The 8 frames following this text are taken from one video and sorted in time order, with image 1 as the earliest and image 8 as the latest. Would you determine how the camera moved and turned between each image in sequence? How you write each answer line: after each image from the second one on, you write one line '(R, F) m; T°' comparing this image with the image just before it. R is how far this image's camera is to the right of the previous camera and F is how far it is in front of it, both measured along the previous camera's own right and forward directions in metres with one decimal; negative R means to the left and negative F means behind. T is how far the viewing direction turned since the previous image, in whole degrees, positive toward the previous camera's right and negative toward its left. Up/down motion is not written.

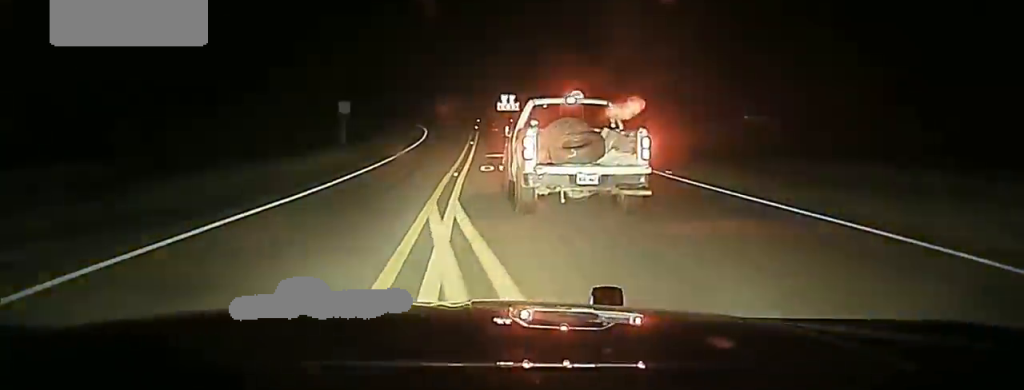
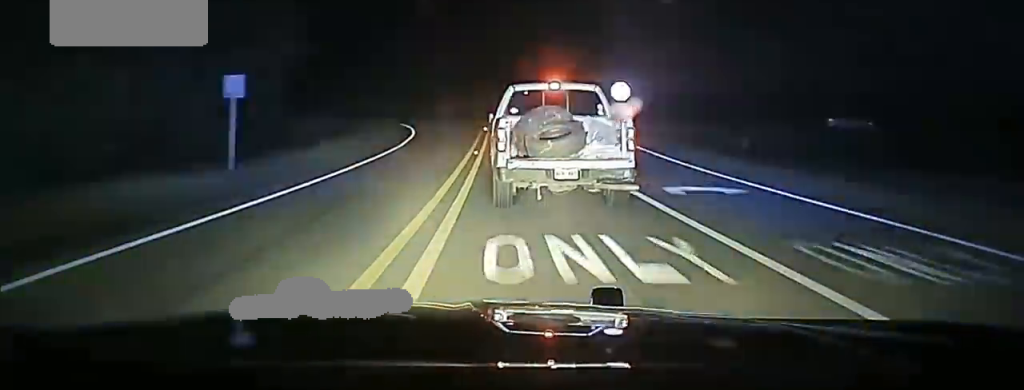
(0.0, +18.0) m; 0°
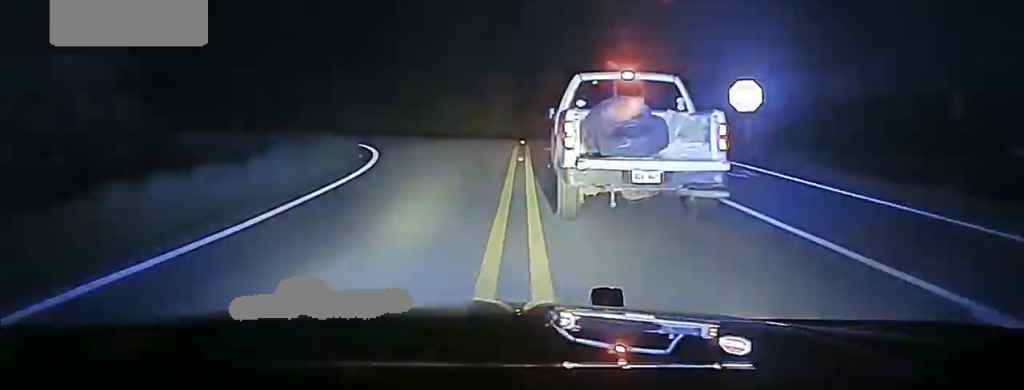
(-0.4, +23.2) m; -3°
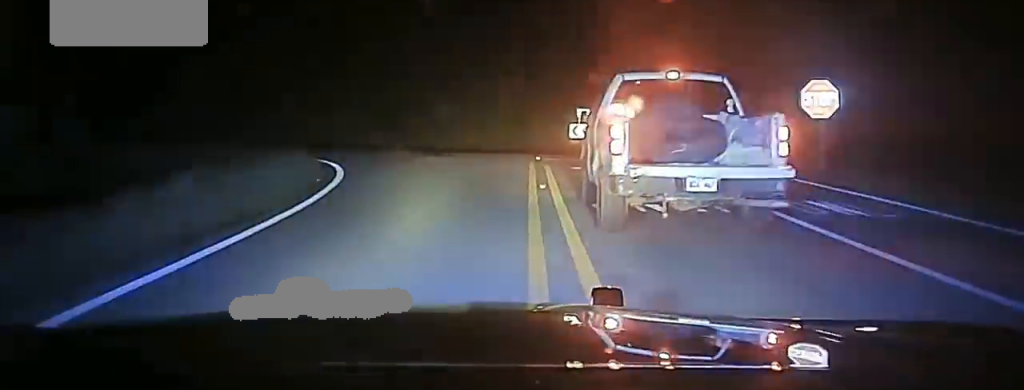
(-0.1, +8.3) m; -2°
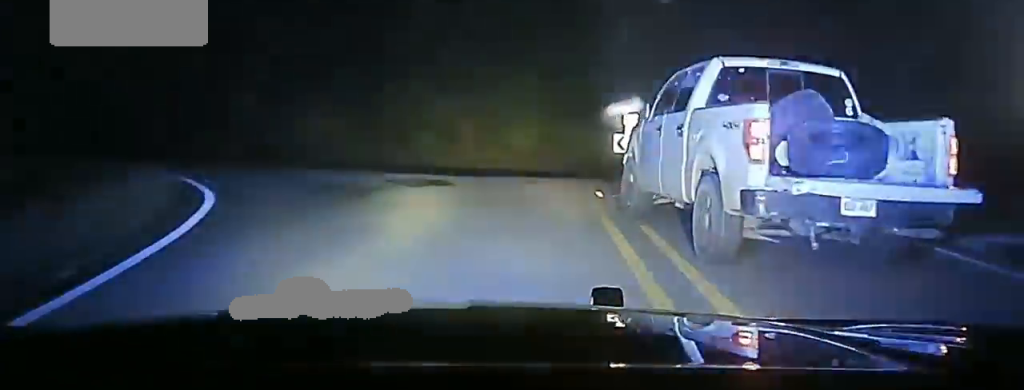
(-0.3, +12.7) m; +4°
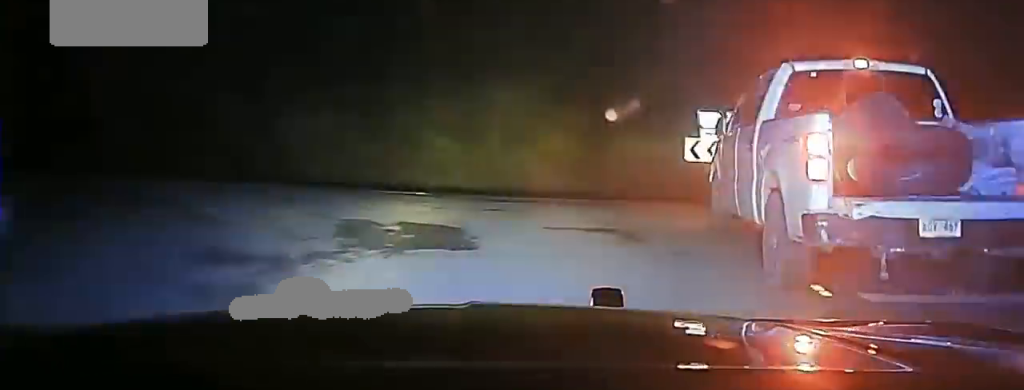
(+1.4, +9.8) m; +19°
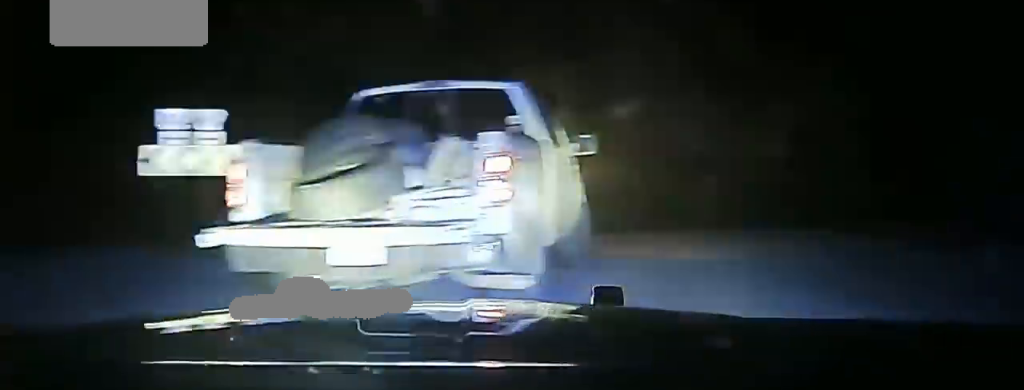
(+2.3, +8.4) m; +27°
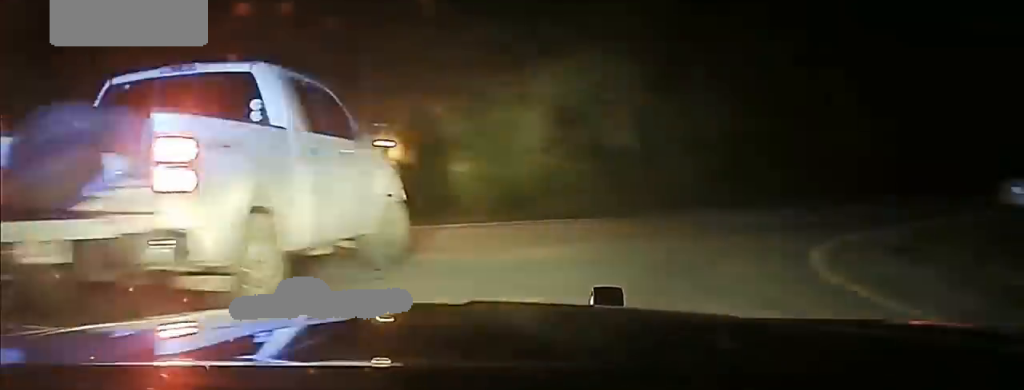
(+0.4, +3.0) m; +9°
